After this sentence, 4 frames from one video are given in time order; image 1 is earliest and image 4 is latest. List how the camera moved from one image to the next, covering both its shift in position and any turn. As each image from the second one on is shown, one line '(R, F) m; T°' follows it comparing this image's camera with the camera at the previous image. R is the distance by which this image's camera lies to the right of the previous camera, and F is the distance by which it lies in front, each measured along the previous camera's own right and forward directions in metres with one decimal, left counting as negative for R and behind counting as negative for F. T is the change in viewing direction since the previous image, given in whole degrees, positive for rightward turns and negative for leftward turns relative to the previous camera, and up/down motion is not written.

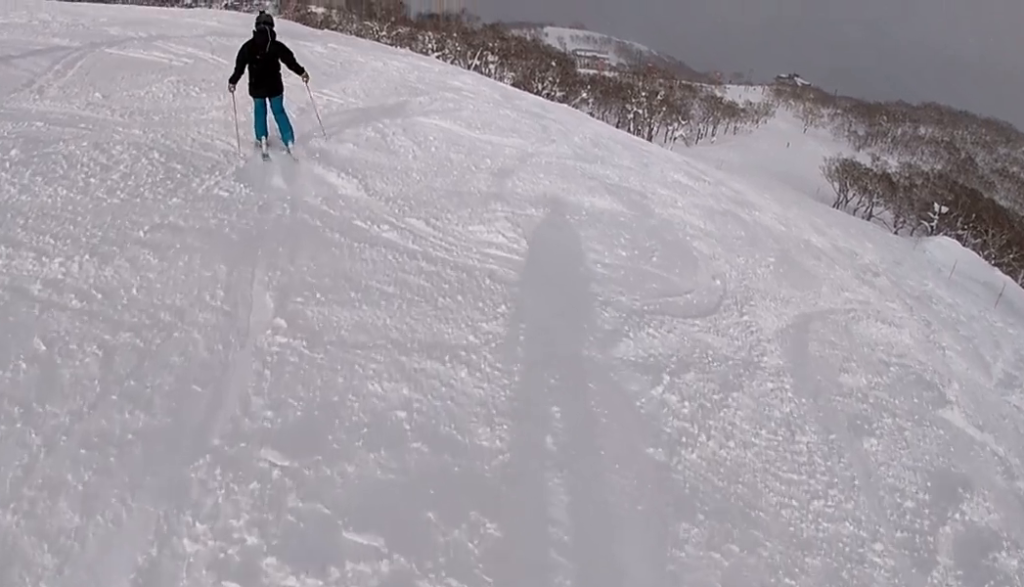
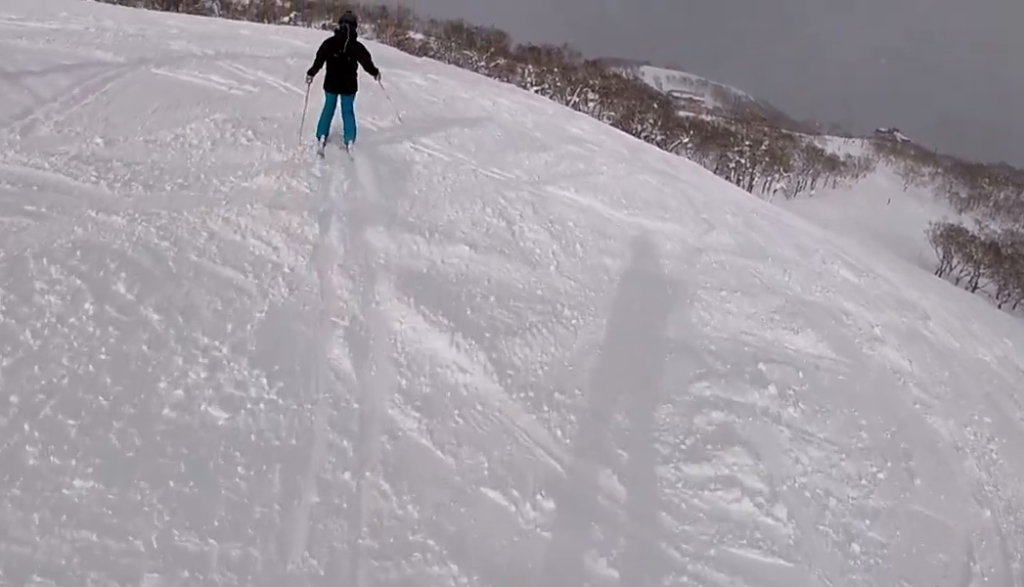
(0.0, +3.2) m; -6°
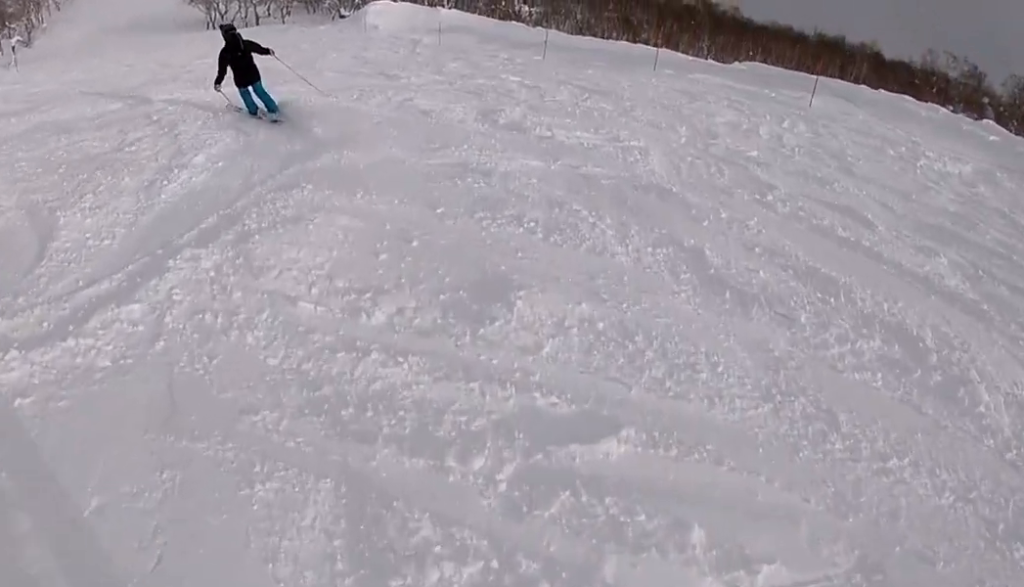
(-6.3, +18.4) m; -1°
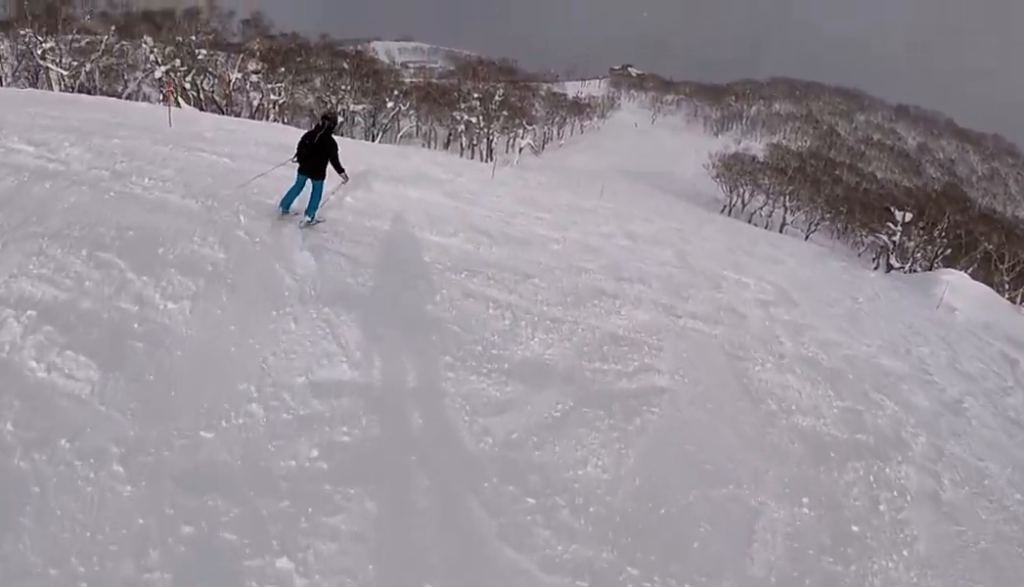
(+7.4, +9.9) m; +21°
